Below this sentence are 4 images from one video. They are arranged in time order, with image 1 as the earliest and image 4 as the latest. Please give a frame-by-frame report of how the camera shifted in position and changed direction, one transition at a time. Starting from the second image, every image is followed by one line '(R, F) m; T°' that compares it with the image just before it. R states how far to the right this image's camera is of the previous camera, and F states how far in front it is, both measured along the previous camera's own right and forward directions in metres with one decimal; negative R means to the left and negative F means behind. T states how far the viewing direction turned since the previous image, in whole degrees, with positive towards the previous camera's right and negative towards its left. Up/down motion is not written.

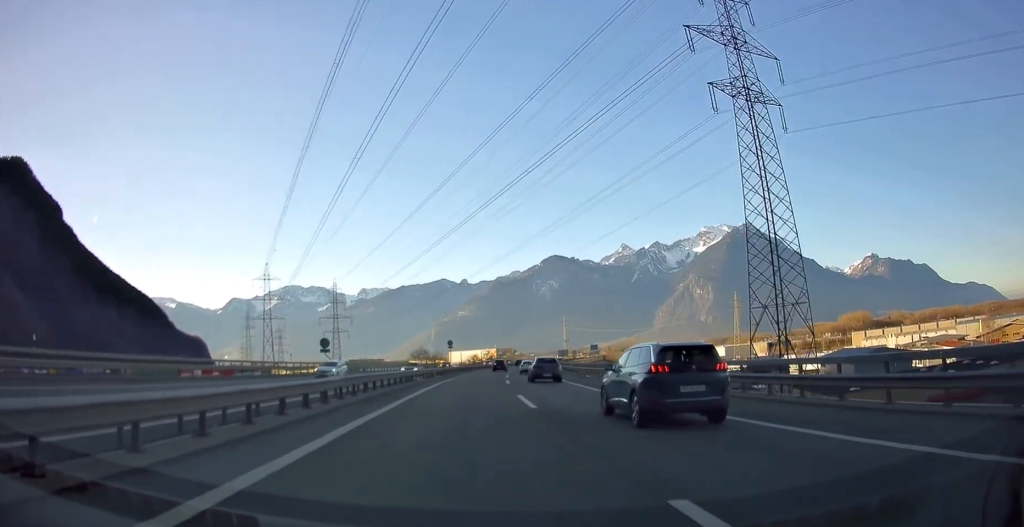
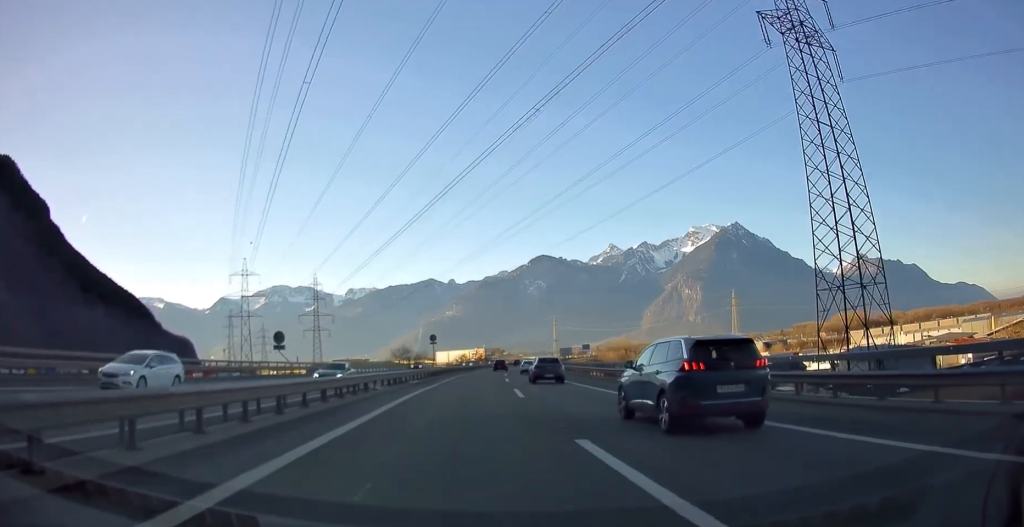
(+0.4, +14.5) m; +1°
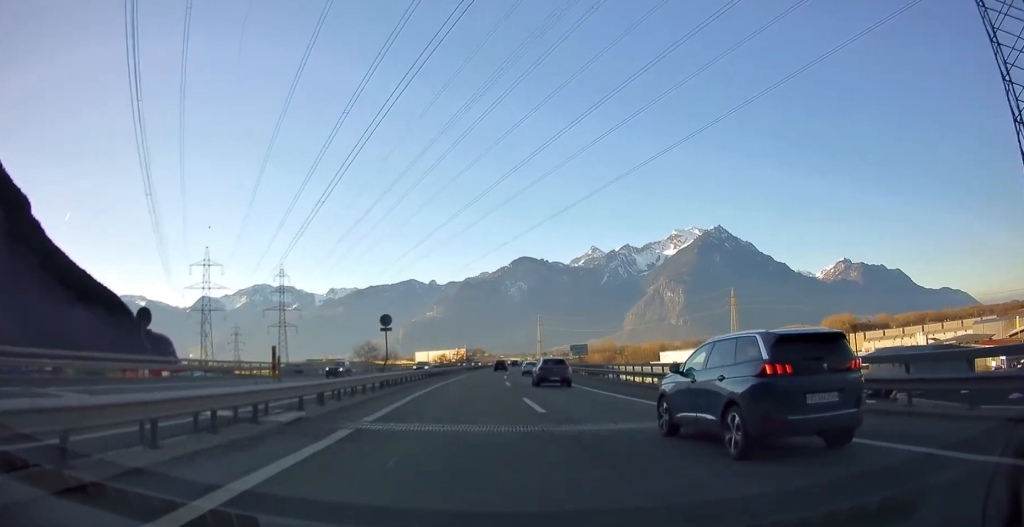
(+0.4, +23.7) m; +2°
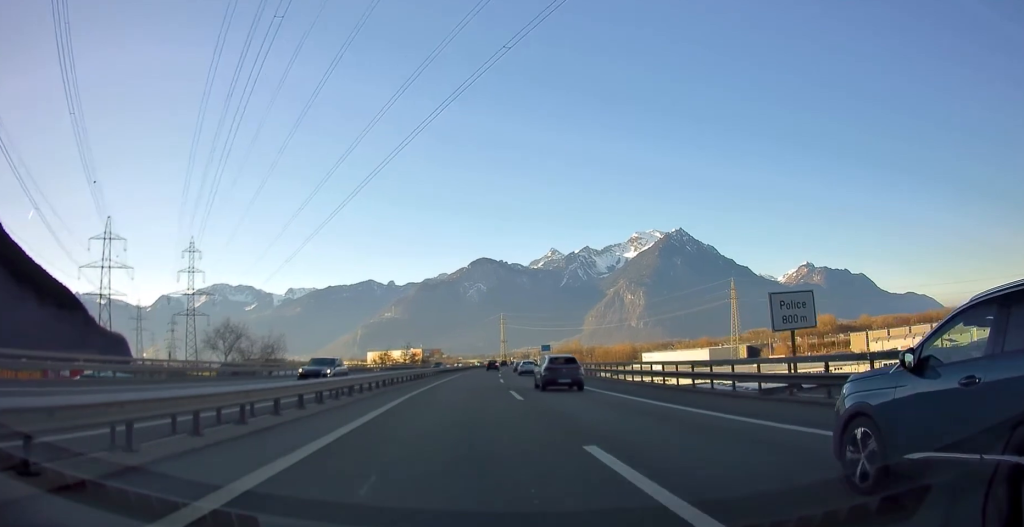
(+1.5, +49.1) m; +4°
